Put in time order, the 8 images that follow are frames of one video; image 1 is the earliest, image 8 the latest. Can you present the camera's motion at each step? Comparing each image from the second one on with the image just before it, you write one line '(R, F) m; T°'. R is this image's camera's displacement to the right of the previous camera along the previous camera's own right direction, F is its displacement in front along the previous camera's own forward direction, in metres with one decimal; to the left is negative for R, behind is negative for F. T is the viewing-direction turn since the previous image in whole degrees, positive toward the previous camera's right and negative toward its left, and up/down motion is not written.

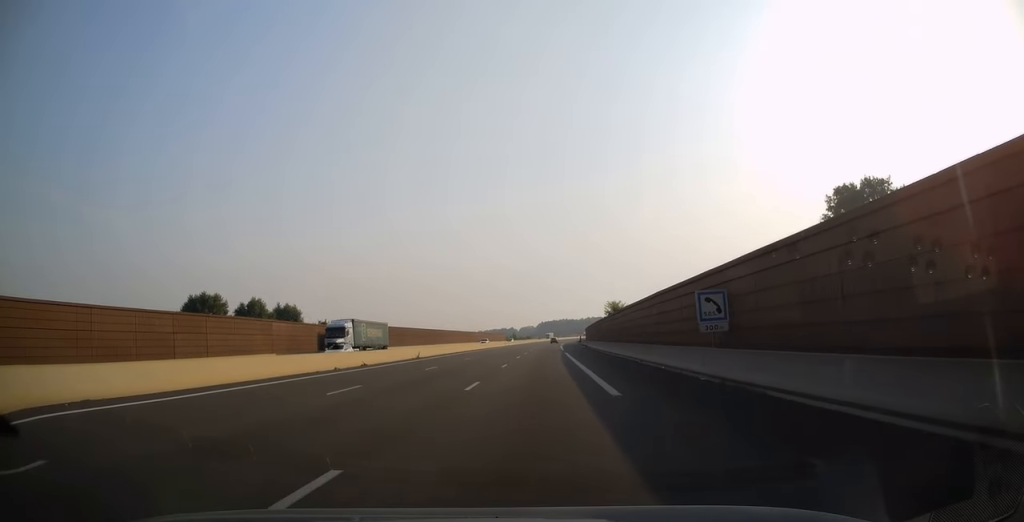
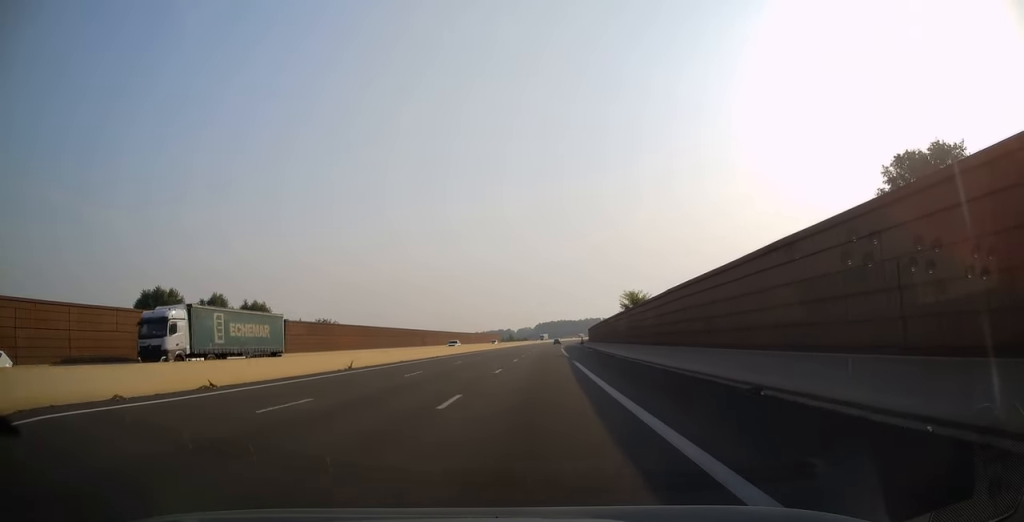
(0.0, +17.2) m; 0°
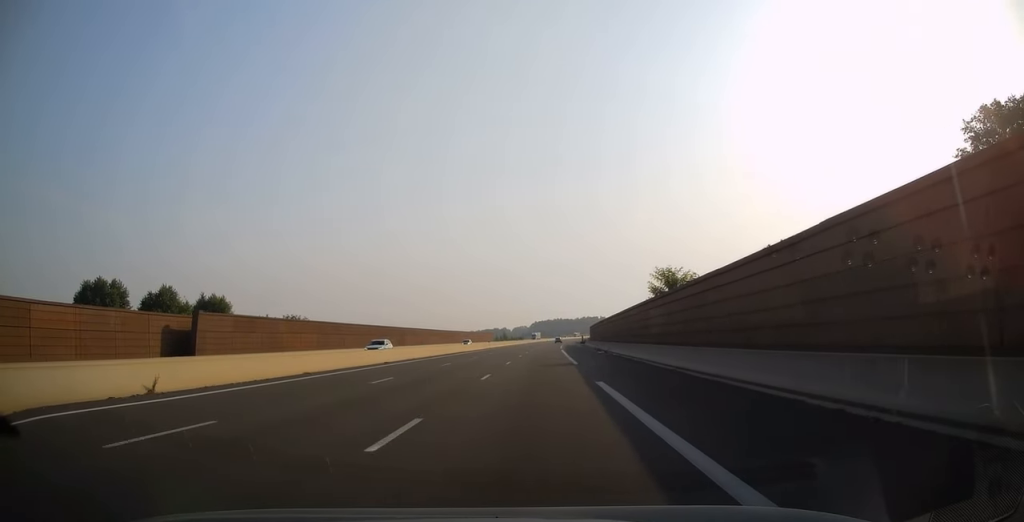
(-0.1, +17.7) m; 0°
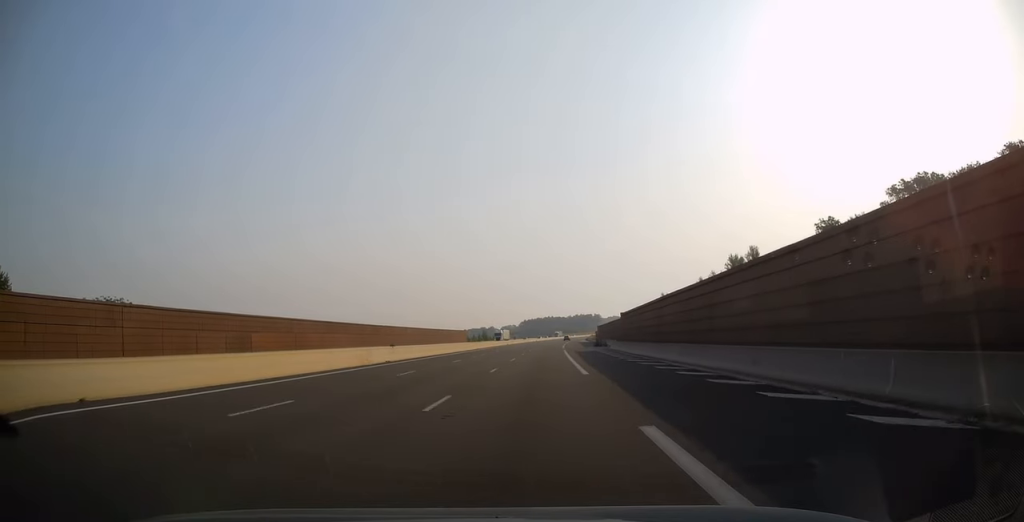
(+0.8, +61.0) m; +1°
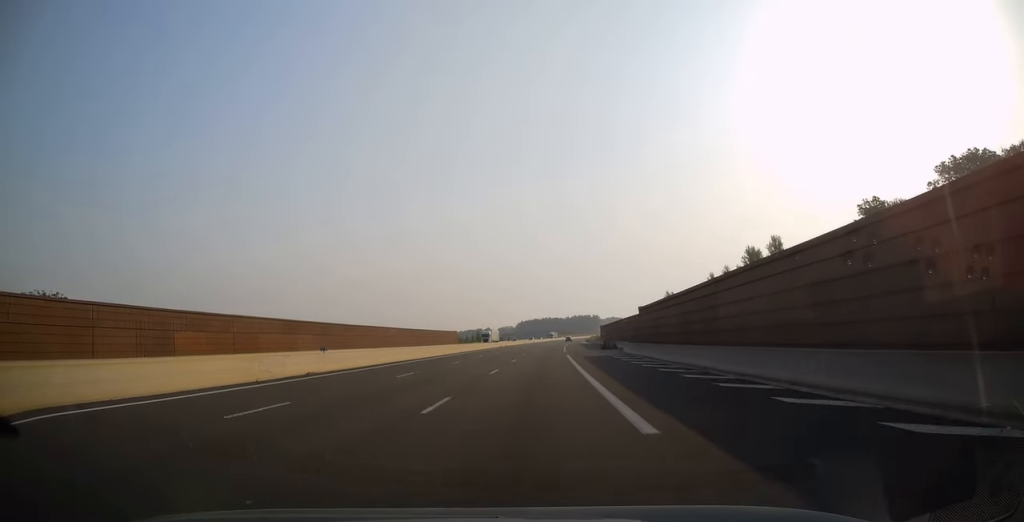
(0.0, +13.3) m; 0°
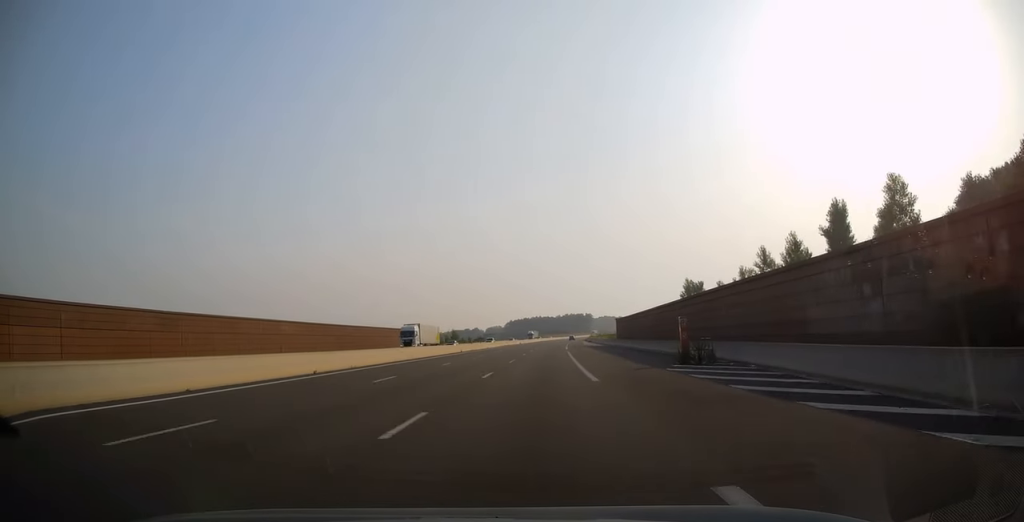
(+0.1, +42.4) m; +1°
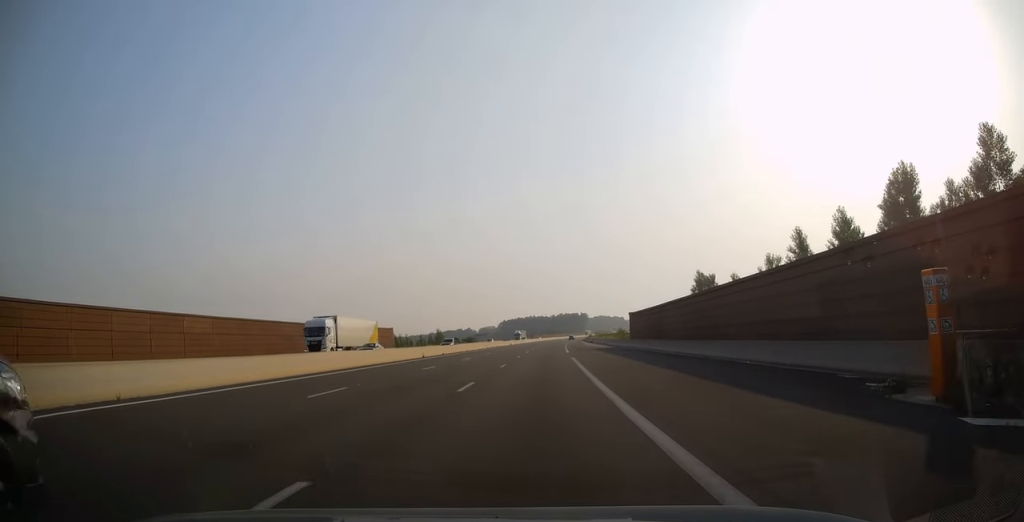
(+0.2, +18.7) m; +1°
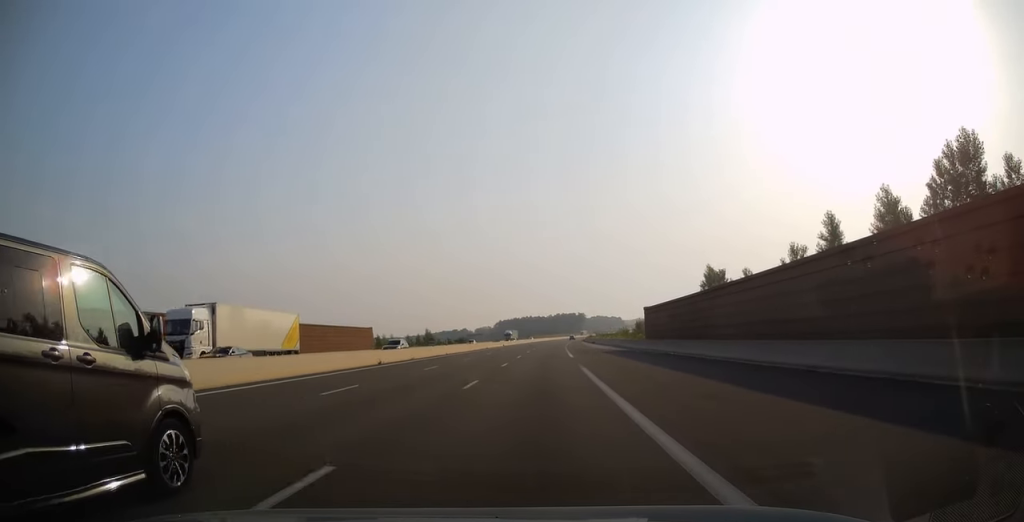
(0.0, +12.3) m; 0°
